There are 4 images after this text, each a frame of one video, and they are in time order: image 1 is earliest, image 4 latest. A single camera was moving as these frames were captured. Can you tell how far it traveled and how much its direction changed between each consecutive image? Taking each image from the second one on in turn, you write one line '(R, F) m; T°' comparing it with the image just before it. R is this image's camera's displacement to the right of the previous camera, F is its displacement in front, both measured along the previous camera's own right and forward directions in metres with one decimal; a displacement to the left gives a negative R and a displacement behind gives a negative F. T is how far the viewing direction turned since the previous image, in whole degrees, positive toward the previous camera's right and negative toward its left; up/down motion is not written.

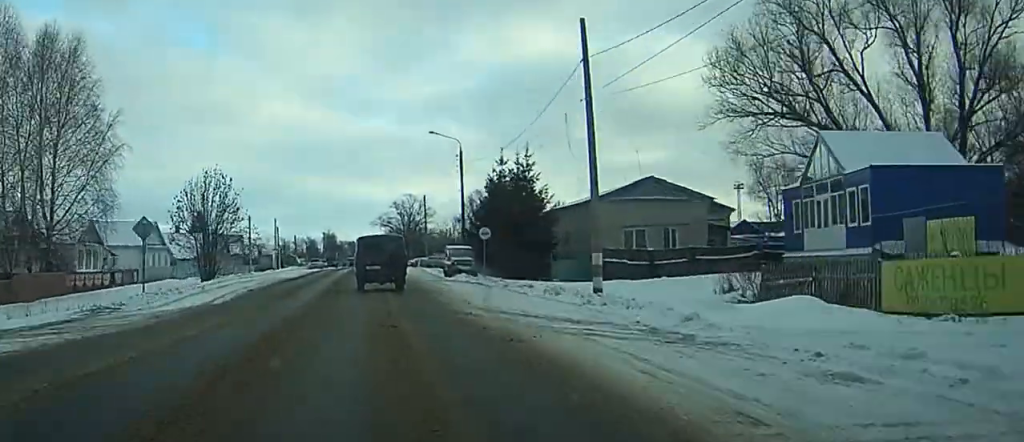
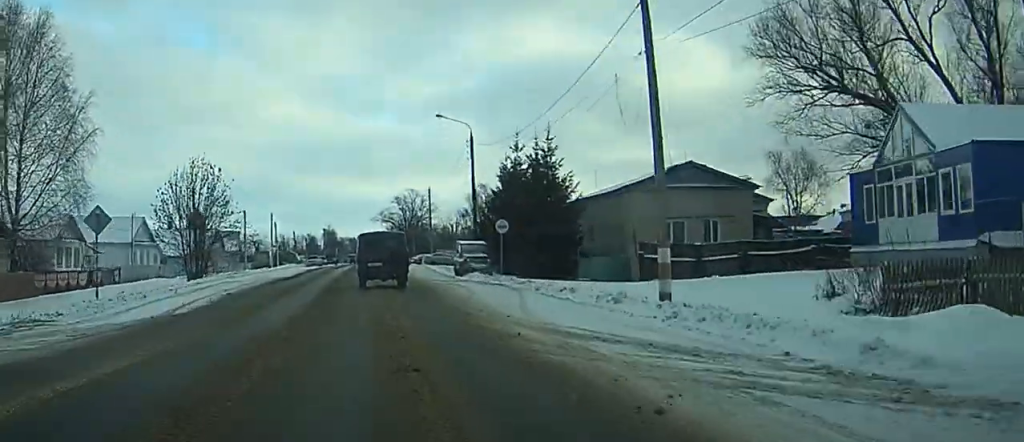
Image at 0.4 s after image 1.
(0.0, +6.2) m; 0°
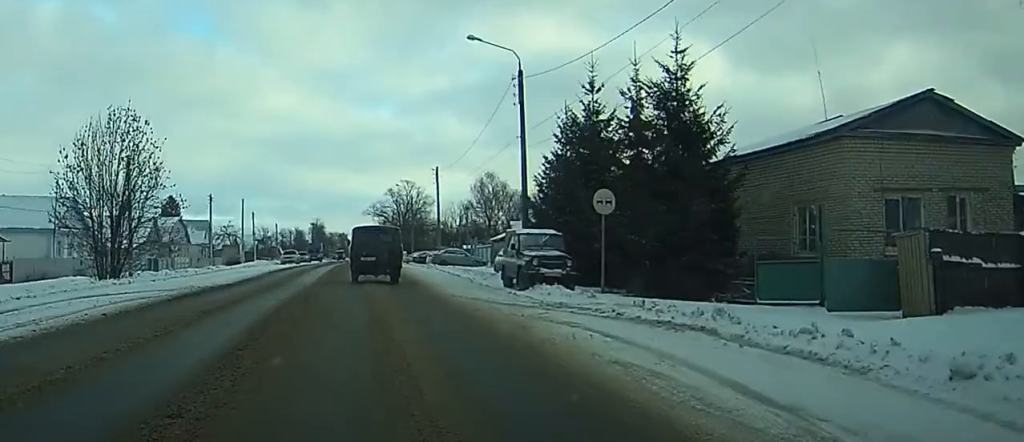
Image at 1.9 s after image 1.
(+0.1, +20.8) m; 0°
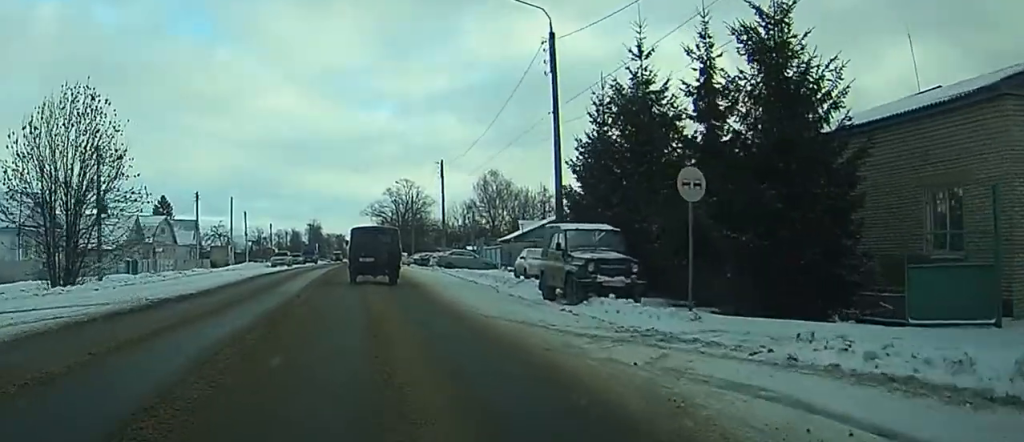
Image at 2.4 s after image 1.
(0.0, +7.0) m; 0°
